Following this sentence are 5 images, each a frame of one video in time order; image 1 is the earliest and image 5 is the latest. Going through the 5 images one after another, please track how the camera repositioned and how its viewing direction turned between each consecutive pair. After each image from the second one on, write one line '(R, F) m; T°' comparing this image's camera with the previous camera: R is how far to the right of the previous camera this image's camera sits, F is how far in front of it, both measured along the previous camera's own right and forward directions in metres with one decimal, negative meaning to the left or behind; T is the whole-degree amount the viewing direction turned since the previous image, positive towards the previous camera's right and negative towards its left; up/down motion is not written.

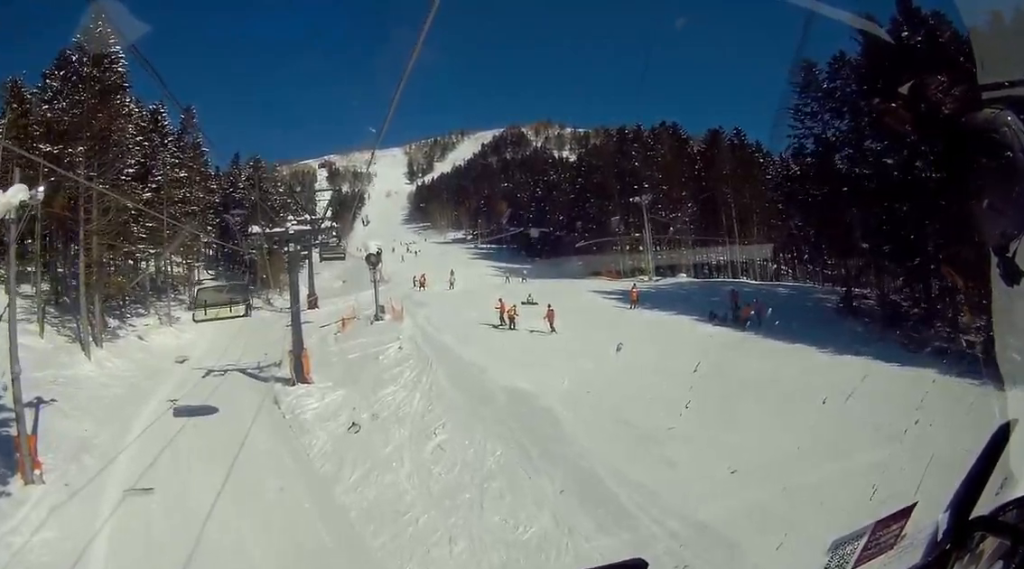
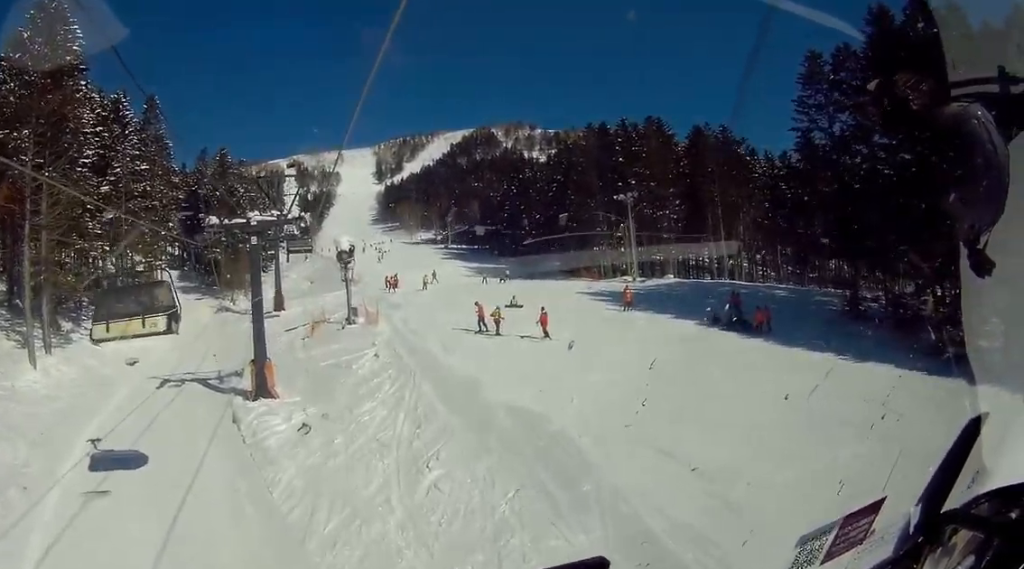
(-0.2, +4.1) m; -3°
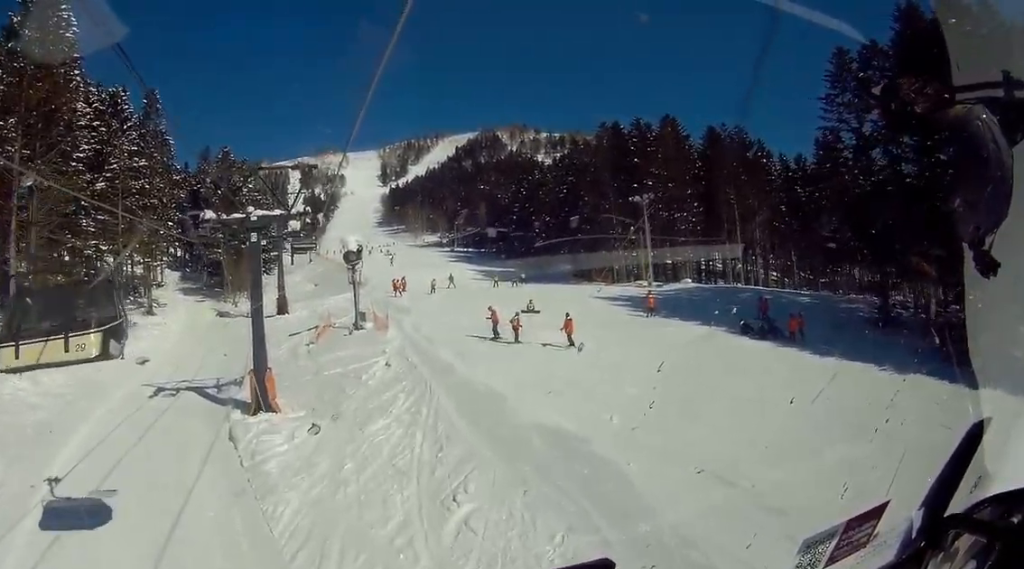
(0.0, +2.6) m; 0°
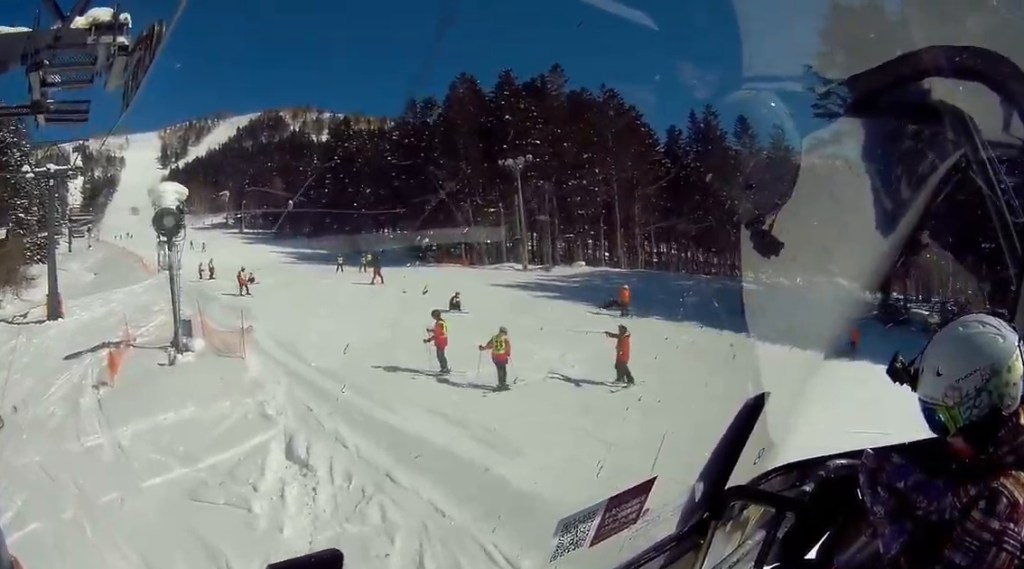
(-0.4, +16.0) m; -1°
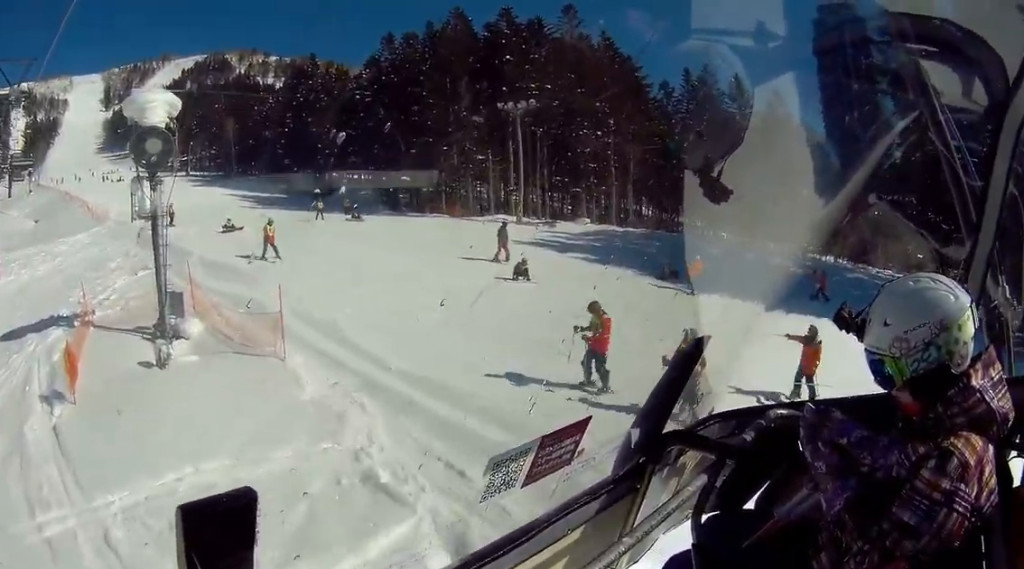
(+0.1, +5.9) m; +1°
